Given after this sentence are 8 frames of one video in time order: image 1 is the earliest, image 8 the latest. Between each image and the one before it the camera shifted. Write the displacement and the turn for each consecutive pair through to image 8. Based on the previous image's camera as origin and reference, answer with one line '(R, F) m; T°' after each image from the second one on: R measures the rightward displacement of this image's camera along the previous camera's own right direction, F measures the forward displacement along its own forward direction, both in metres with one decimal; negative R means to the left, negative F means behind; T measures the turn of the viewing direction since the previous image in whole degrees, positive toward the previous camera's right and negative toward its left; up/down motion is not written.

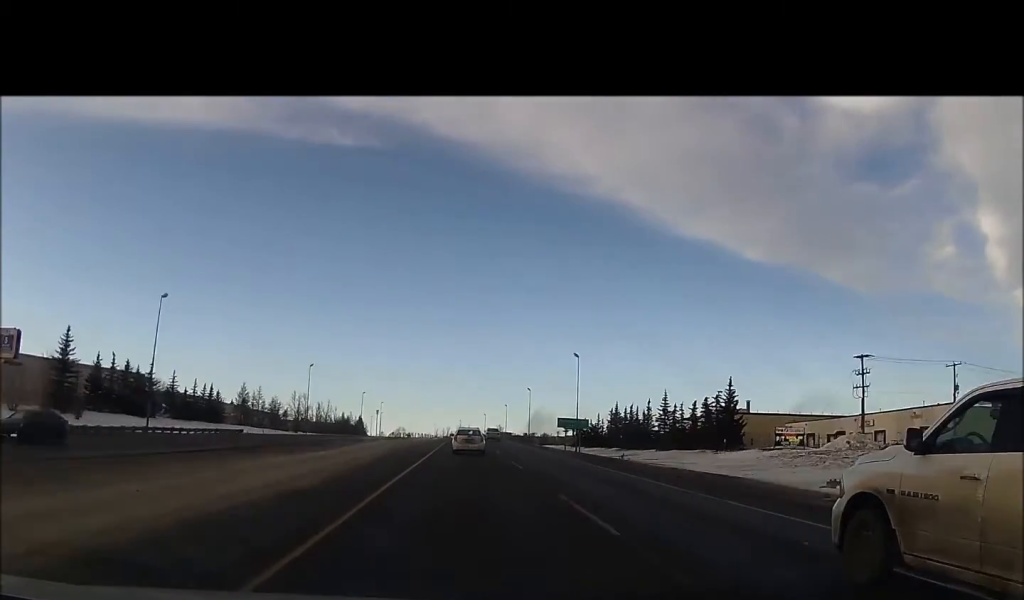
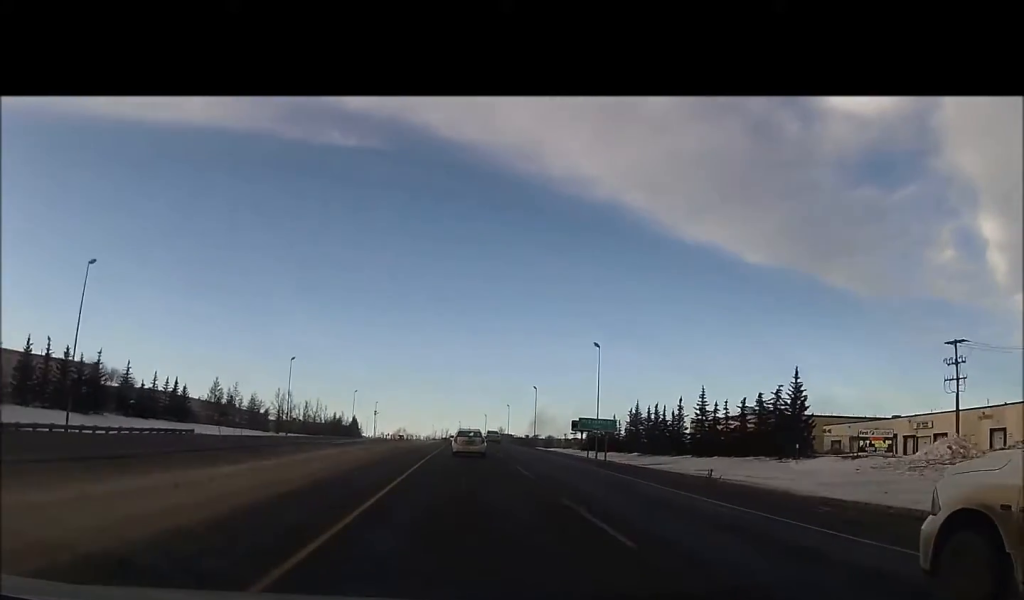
(0.0, +15.6) m; 0°
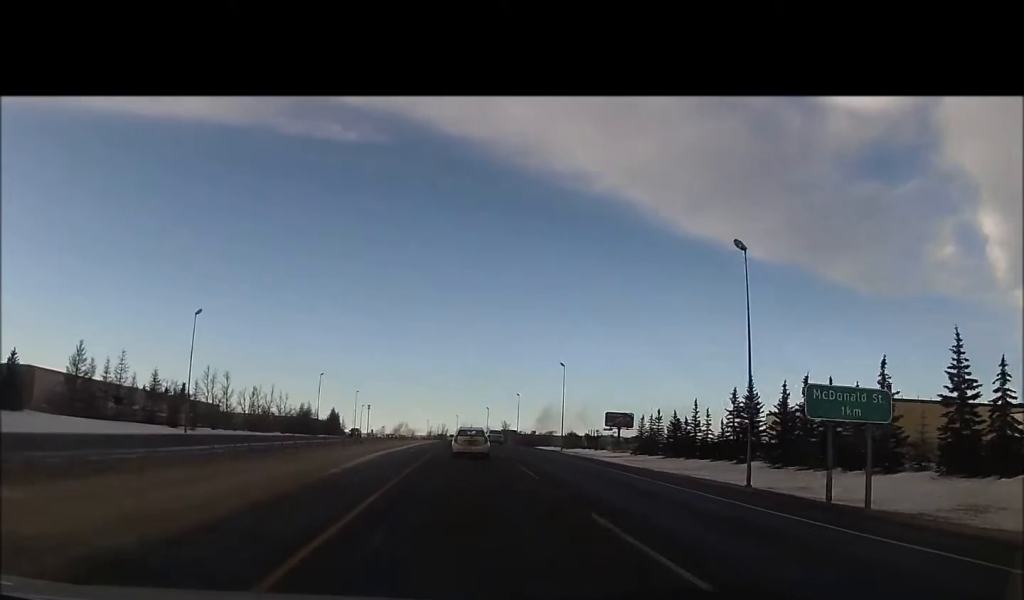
(+0.4, +46.4) m; +1°
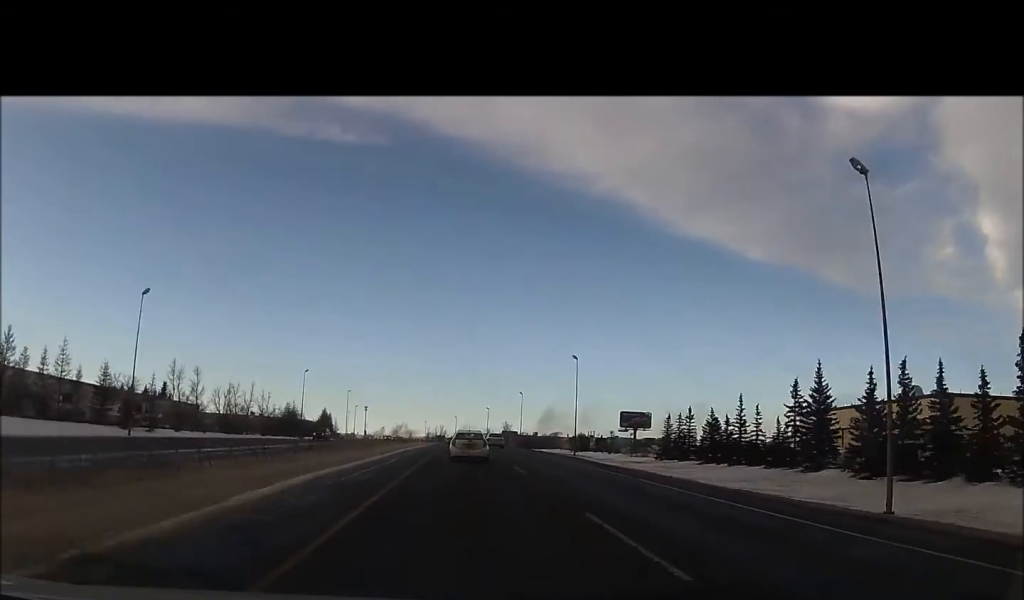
(0.0, +17.2) m; 0°
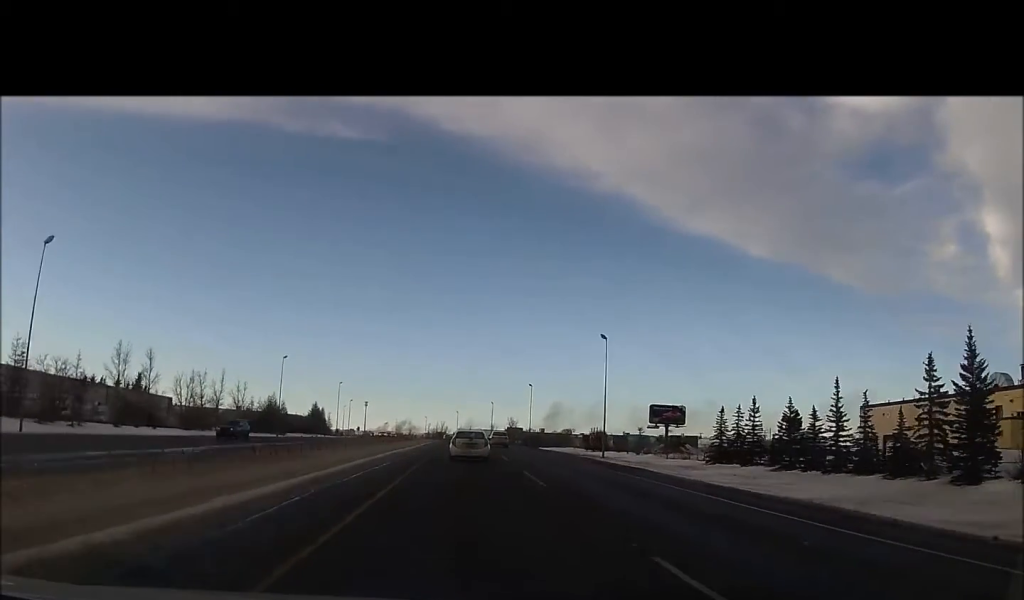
(0.0, +16.2) m; 0°
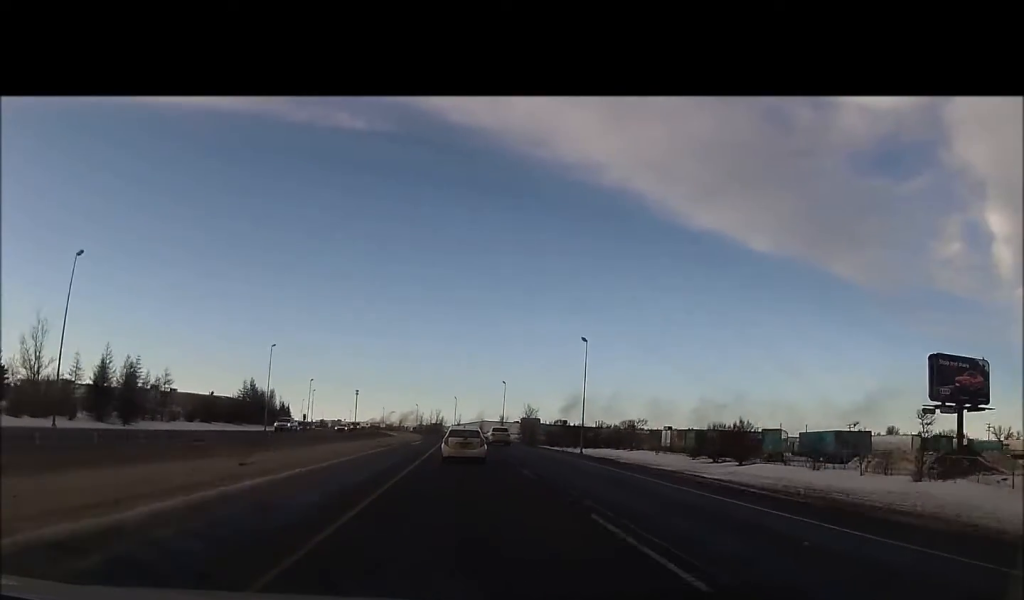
(+0.5, +72.4) m; 0°
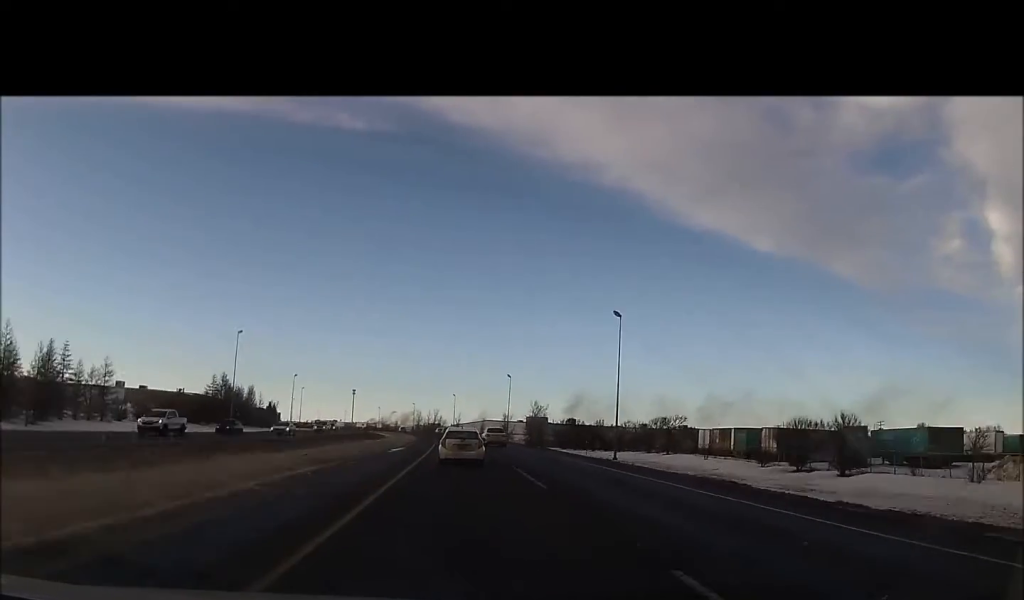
(-0.1, +16.4) m; -1°
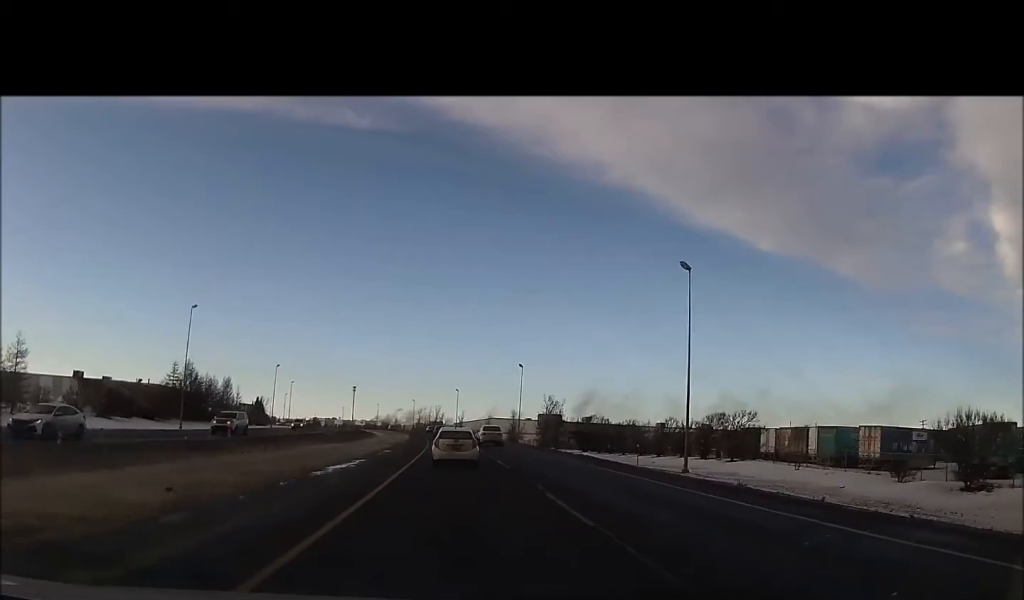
(+0.1, +20.7) m; 0°
